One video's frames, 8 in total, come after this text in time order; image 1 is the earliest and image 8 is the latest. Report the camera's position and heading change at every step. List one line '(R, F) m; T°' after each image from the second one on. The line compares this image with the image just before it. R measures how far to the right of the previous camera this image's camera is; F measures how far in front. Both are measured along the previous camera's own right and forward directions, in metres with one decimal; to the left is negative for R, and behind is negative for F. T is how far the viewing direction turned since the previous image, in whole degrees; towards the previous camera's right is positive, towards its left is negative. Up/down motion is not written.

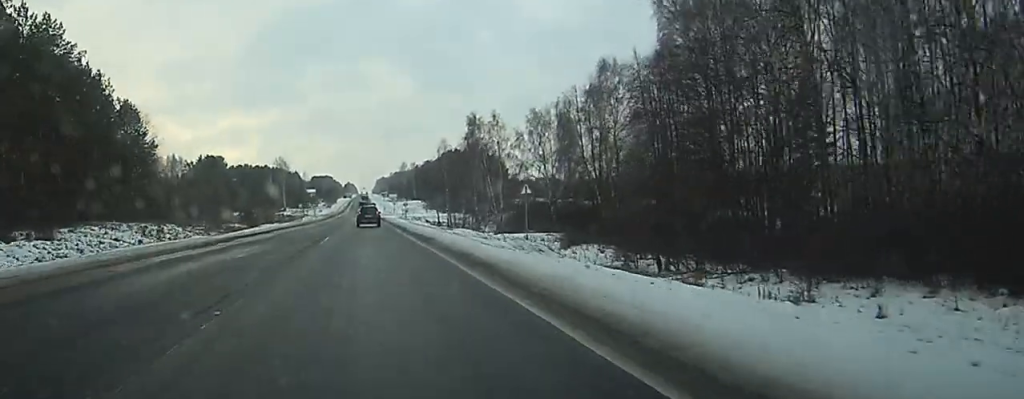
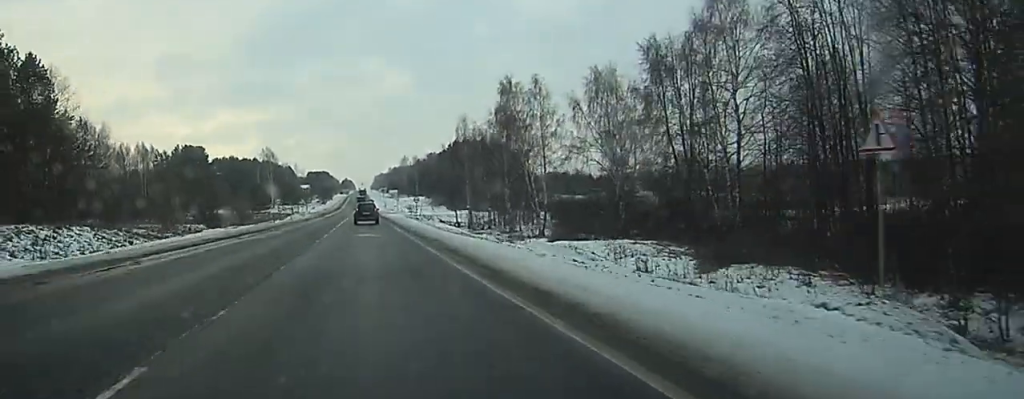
(+0.1, +34.1) m; 0°
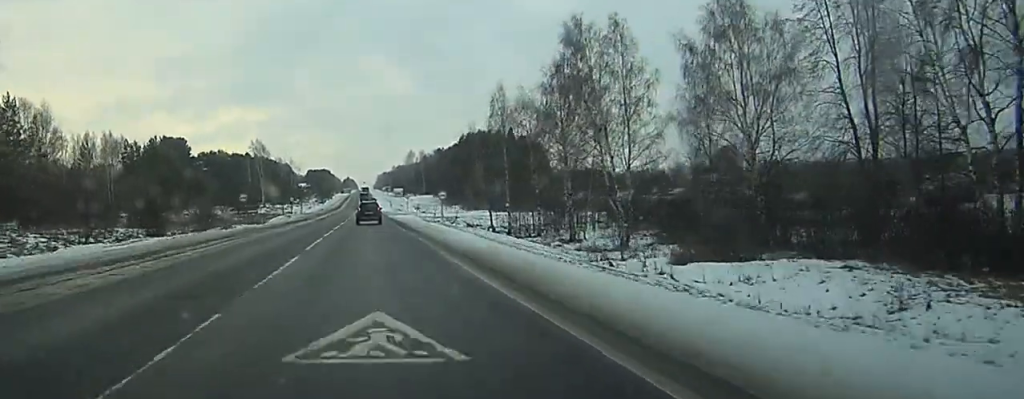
(+0.1, +31.9) m; 0°
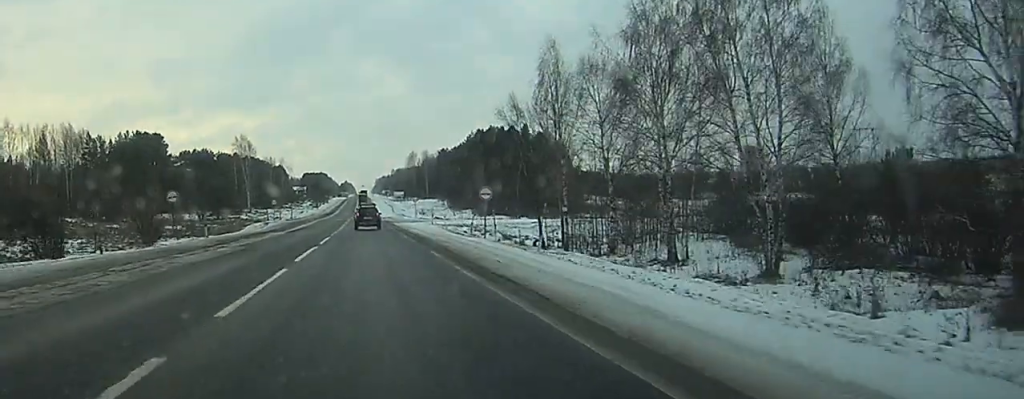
(-0.1, +26.7) m; 0°
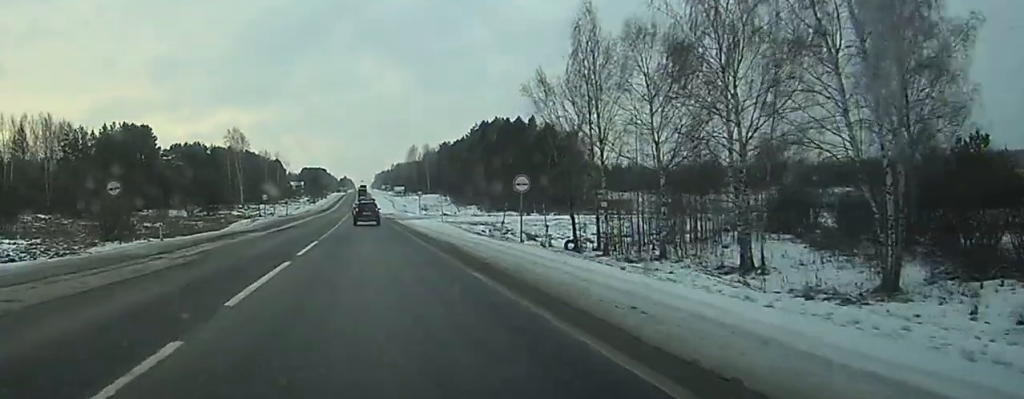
(0.0, +11.1) m; 0°
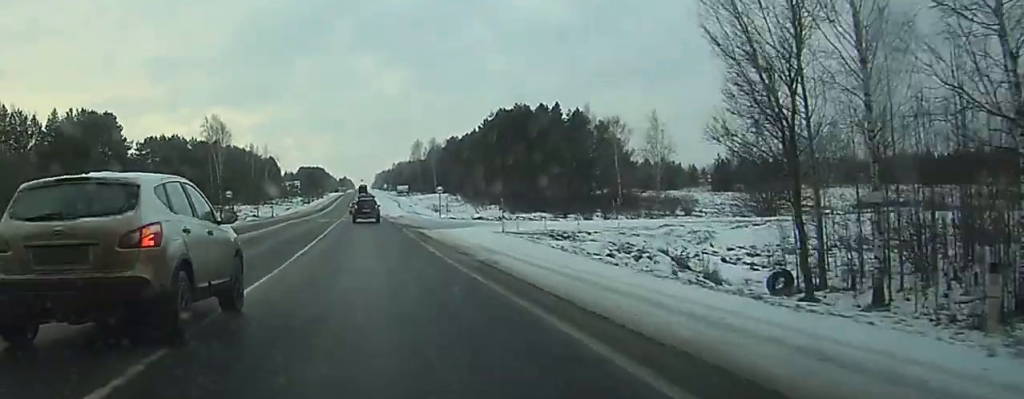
(0.0, +30.1) m; 0°
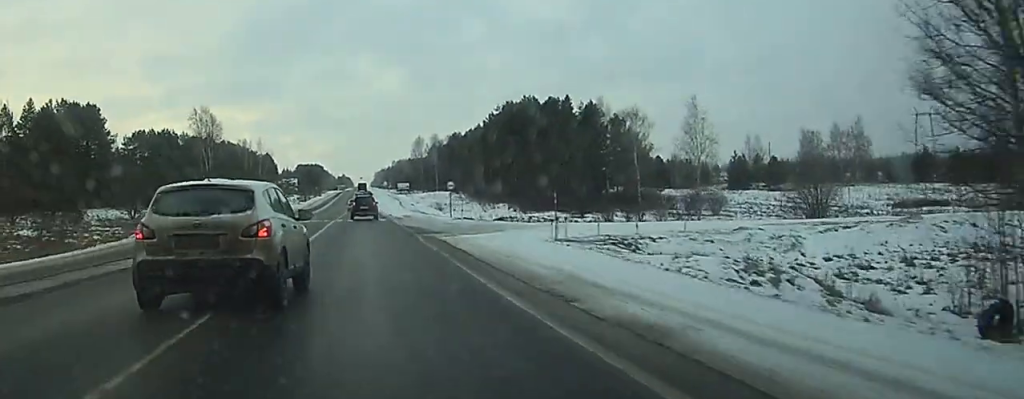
(0.0, +11.1) m; 0°
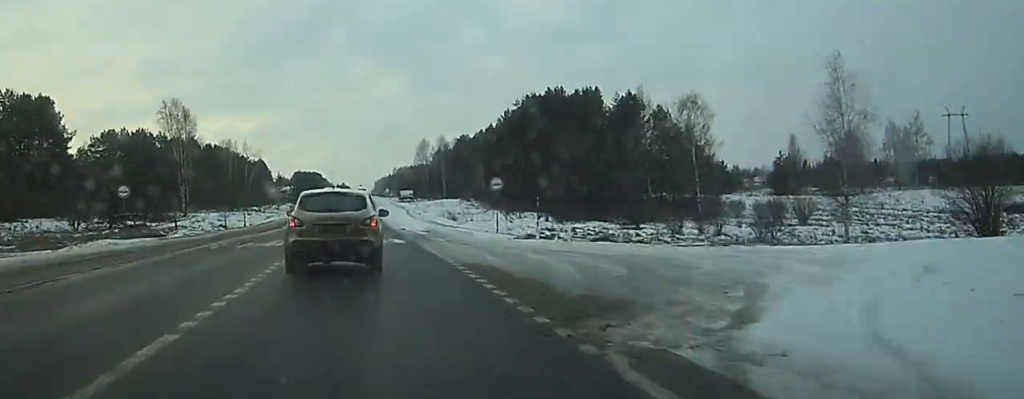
(+0.1, +25.5) m; 0°
